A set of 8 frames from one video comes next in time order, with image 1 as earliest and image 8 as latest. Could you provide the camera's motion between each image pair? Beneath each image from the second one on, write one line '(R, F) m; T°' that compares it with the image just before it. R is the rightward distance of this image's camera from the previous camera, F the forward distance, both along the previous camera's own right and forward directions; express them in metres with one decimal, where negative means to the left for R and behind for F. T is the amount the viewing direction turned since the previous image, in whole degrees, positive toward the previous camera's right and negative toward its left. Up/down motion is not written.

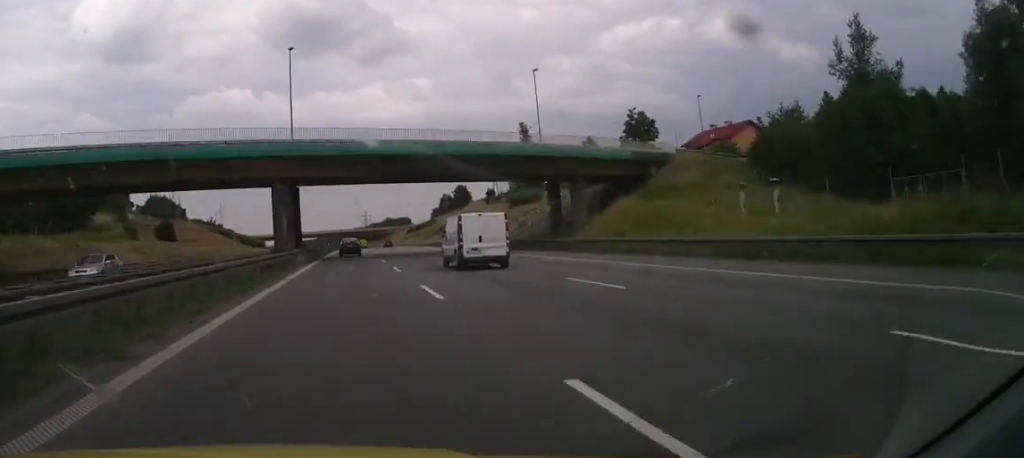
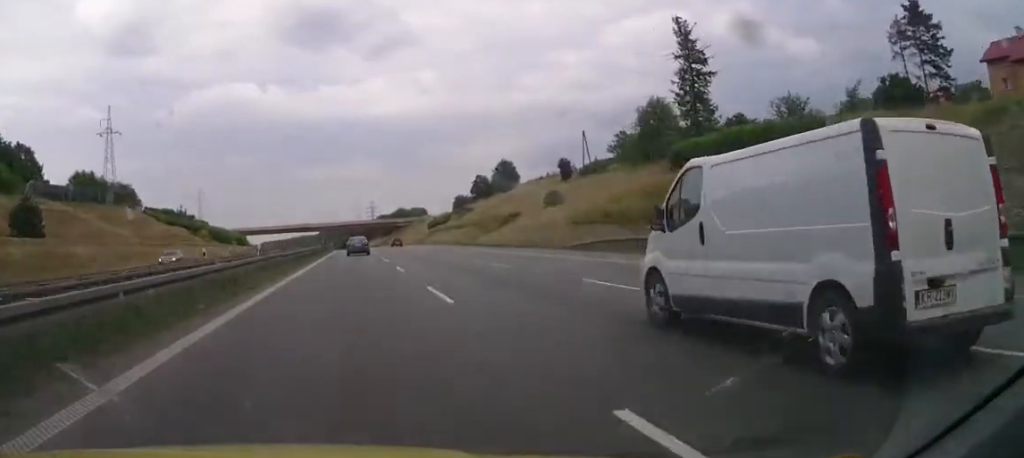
(+0.1, +72.7) m; 0°
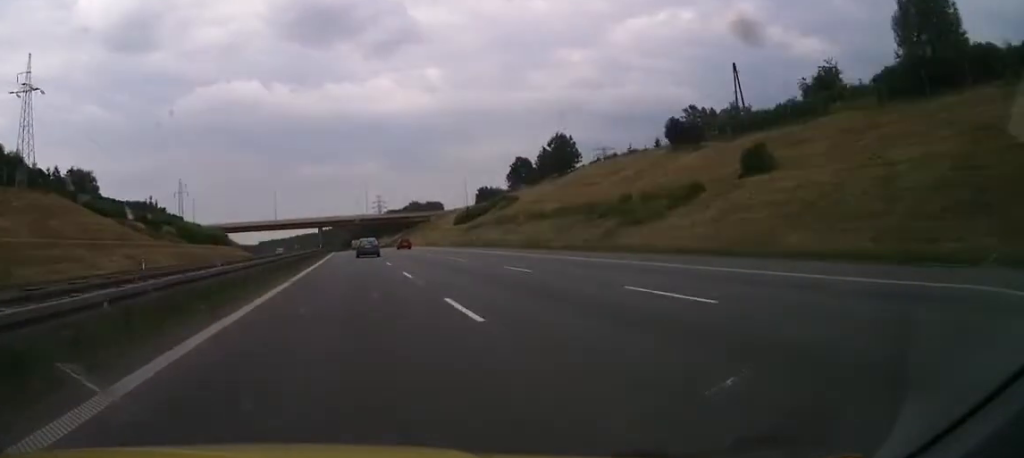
(0.0, +50.2) m; 0°
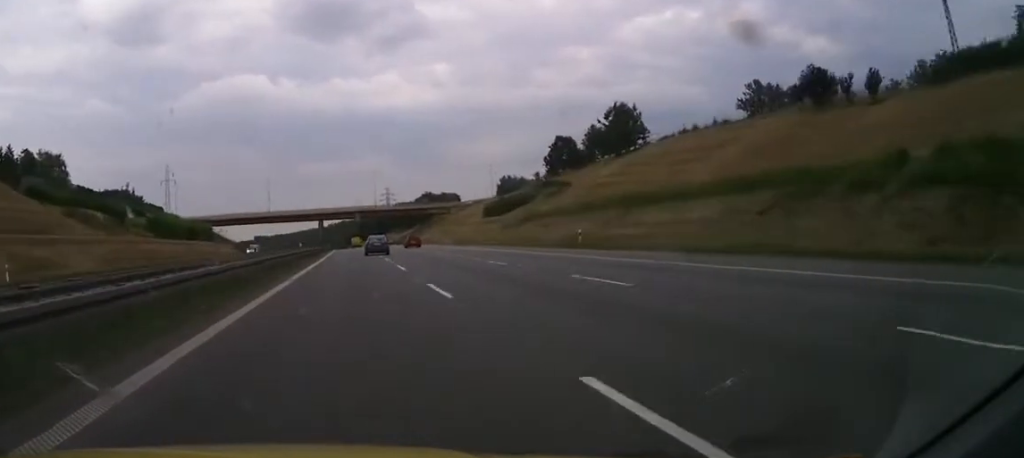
(0.0, +31.7) m; 0°
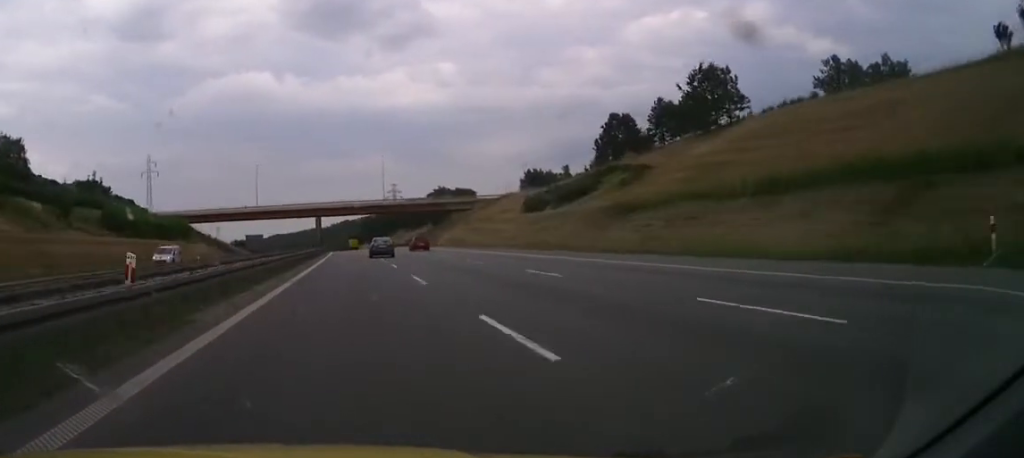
(0.0, +30.5) m; 0°
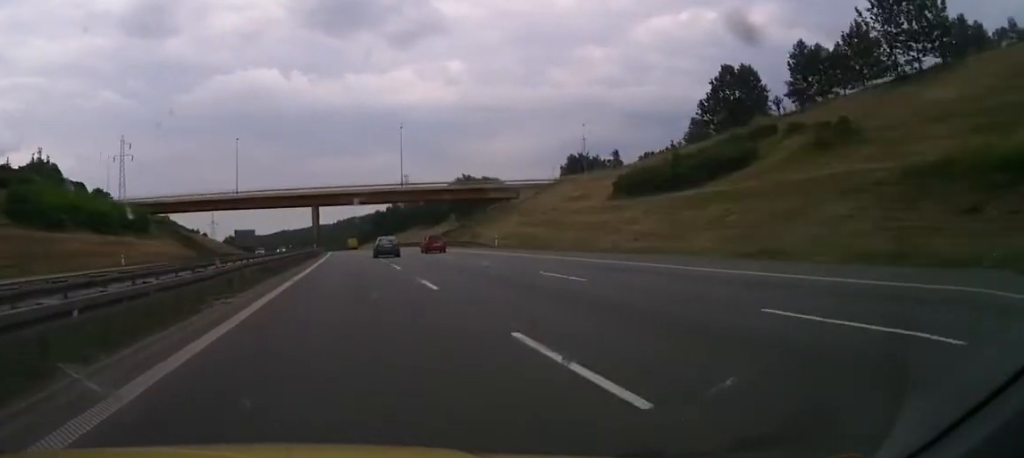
(-0.1, +37.2) m; -1°
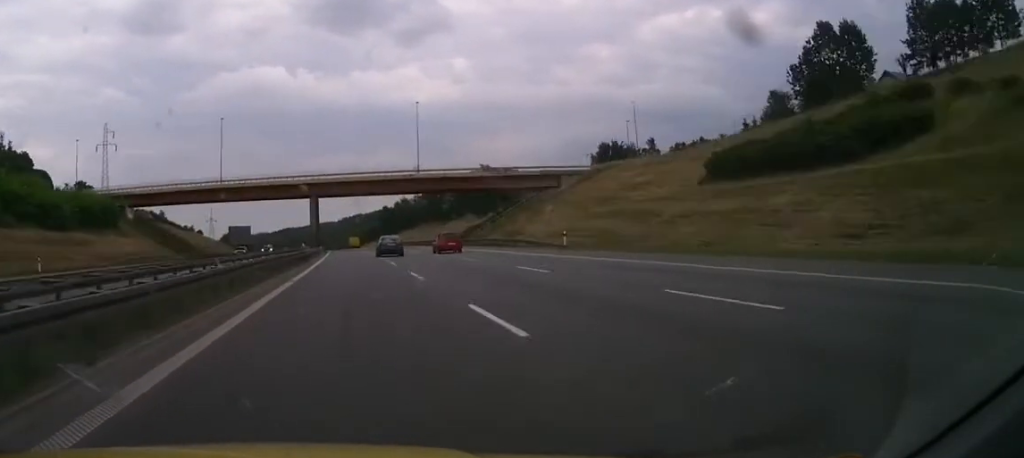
(-0.2, +20.0) m; 0°
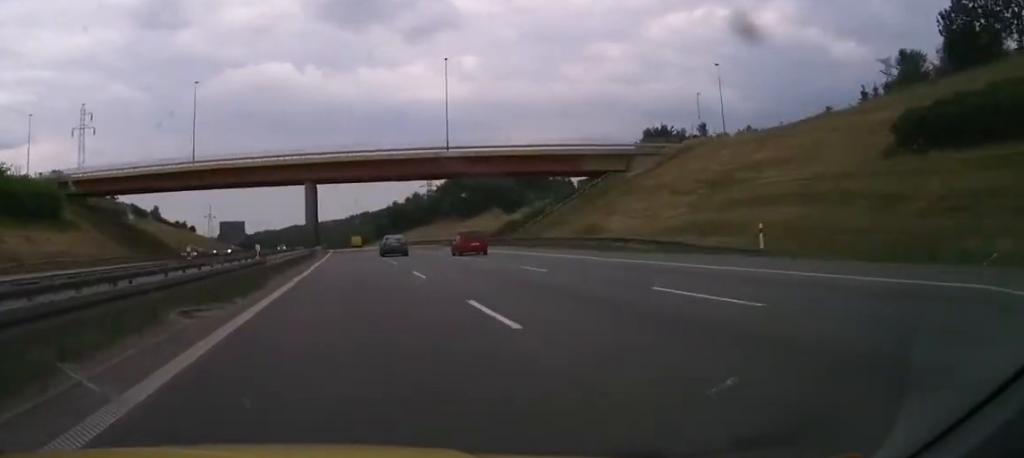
(+0.1, +22.8) m; 0°
